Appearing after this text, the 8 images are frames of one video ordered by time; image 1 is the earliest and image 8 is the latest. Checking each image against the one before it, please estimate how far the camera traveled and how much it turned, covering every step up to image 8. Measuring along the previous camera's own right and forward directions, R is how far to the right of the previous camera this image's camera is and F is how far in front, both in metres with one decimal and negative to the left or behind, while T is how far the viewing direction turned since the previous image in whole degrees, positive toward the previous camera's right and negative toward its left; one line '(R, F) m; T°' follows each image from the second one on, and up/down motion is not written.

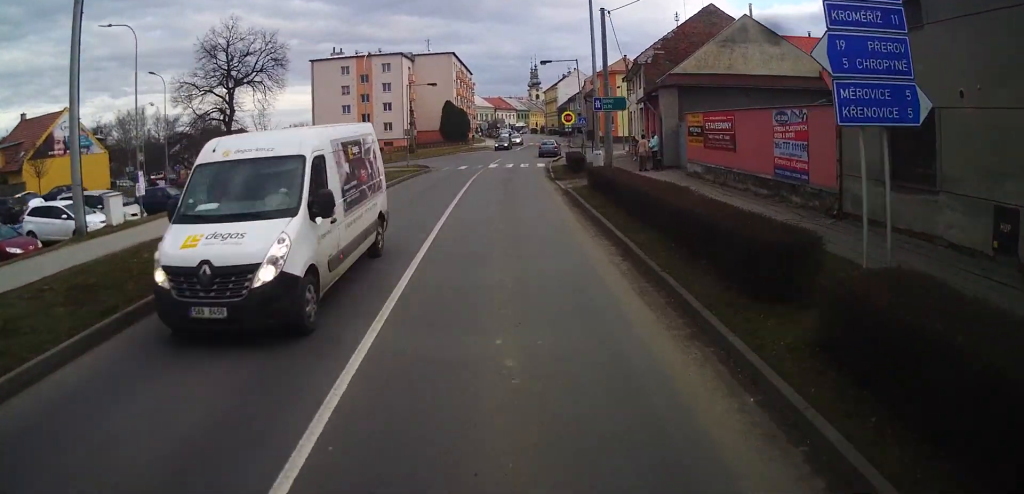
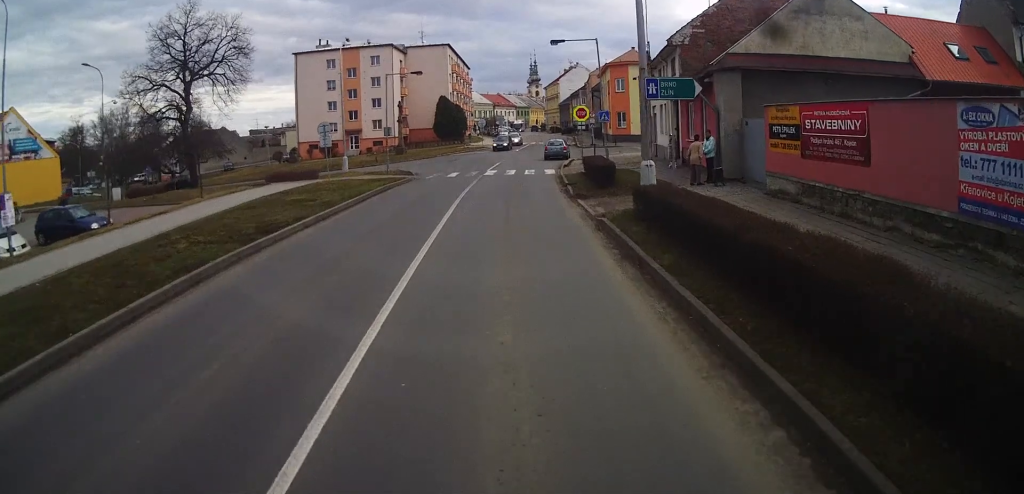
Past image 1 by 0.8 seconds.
(-0.1, +8.5) m; -1°
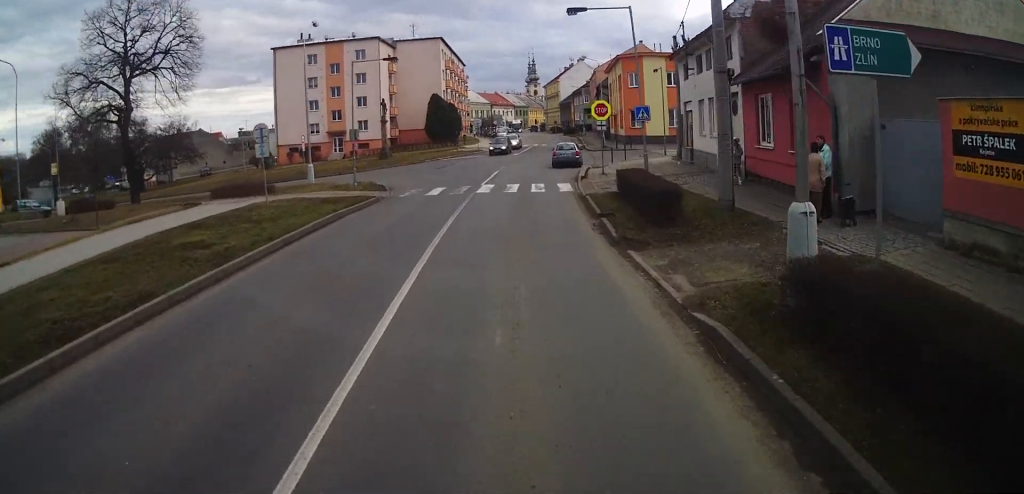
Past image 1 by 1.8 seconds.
(-0.2, +8.9) m; -1°
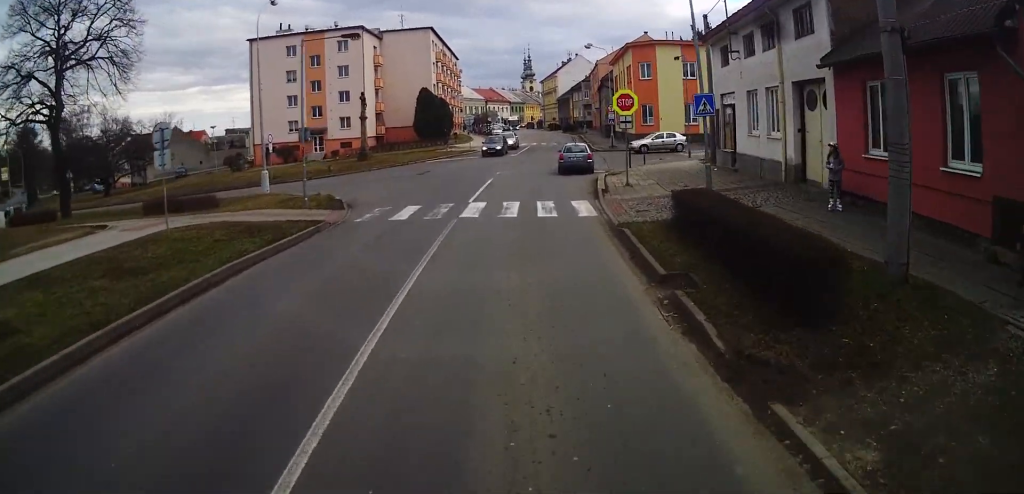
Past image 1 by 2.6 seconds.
(+0.1, +7.6) m; +1°
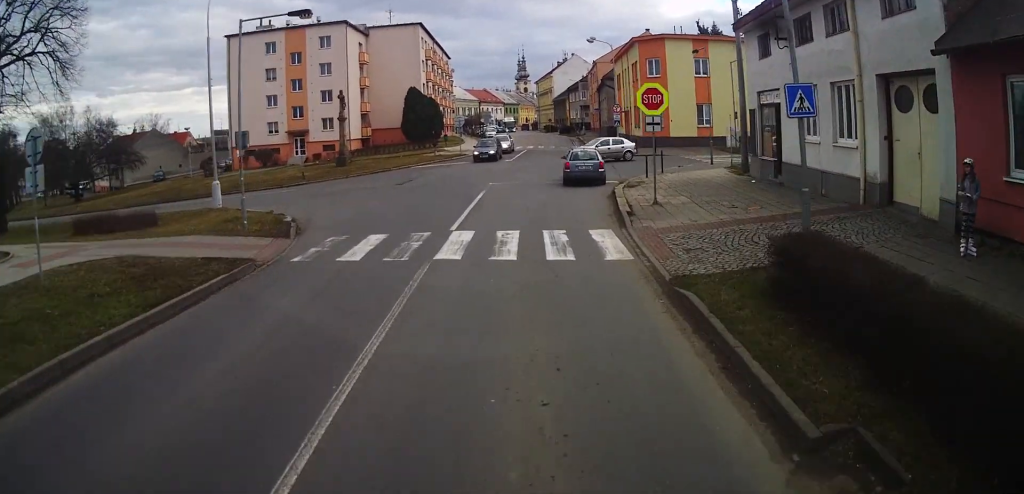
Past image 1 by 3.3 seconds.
(0.0, +5.8) m; +1°
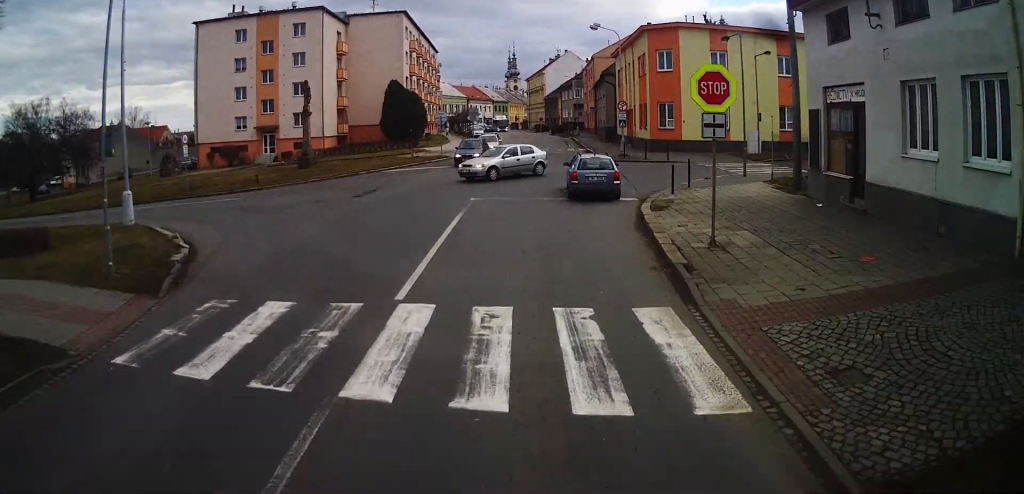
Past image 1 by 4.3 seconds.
(+0.3, +7.0) m; +2°
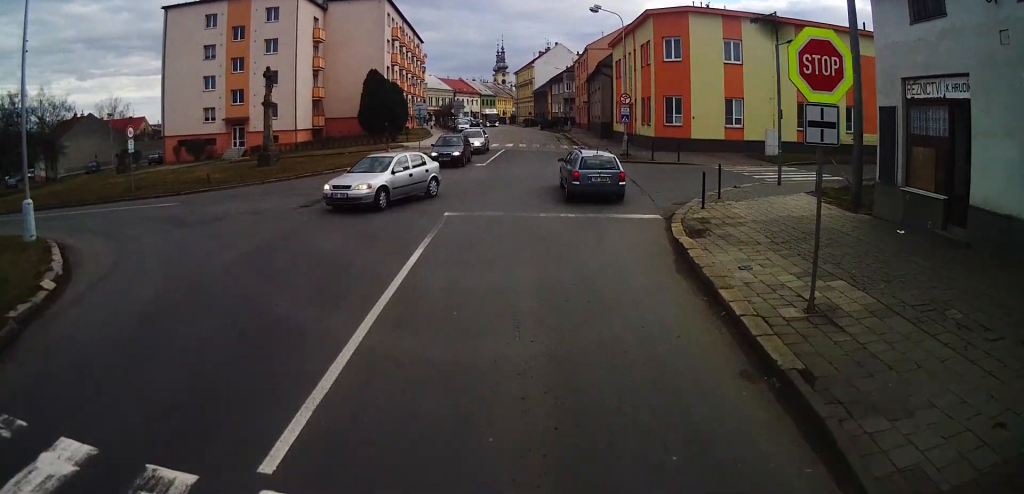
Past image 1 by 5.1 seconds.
(0.0, +5.6) m; 0°
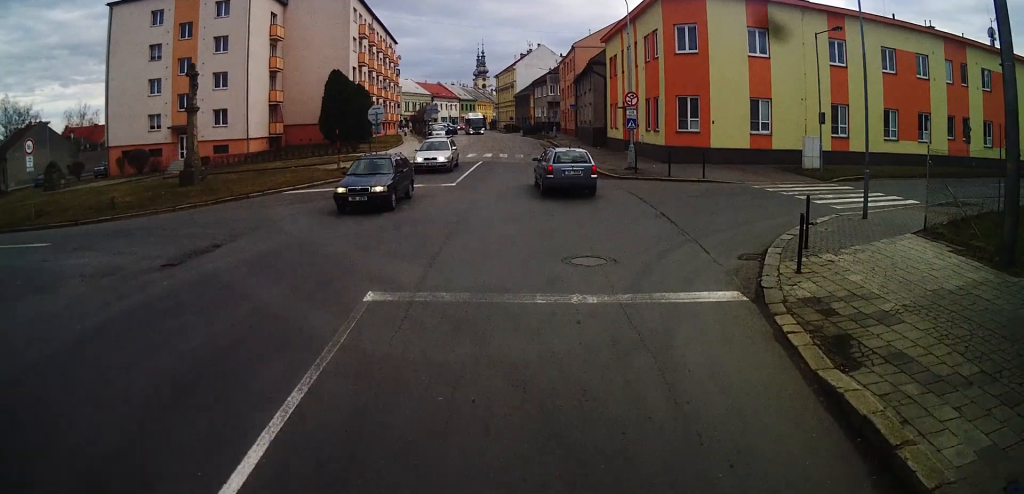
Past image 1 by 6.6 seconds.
(0.0, +8.9) m; +1°
